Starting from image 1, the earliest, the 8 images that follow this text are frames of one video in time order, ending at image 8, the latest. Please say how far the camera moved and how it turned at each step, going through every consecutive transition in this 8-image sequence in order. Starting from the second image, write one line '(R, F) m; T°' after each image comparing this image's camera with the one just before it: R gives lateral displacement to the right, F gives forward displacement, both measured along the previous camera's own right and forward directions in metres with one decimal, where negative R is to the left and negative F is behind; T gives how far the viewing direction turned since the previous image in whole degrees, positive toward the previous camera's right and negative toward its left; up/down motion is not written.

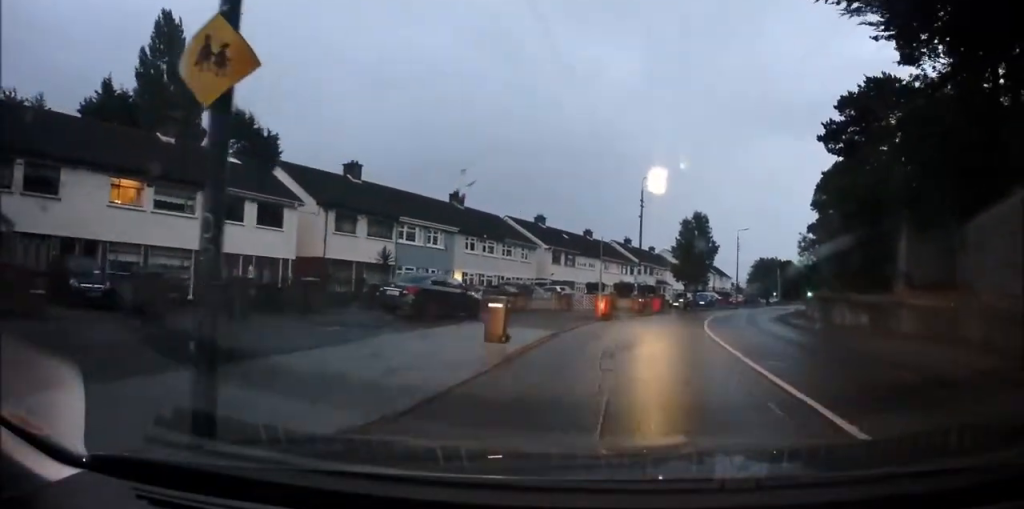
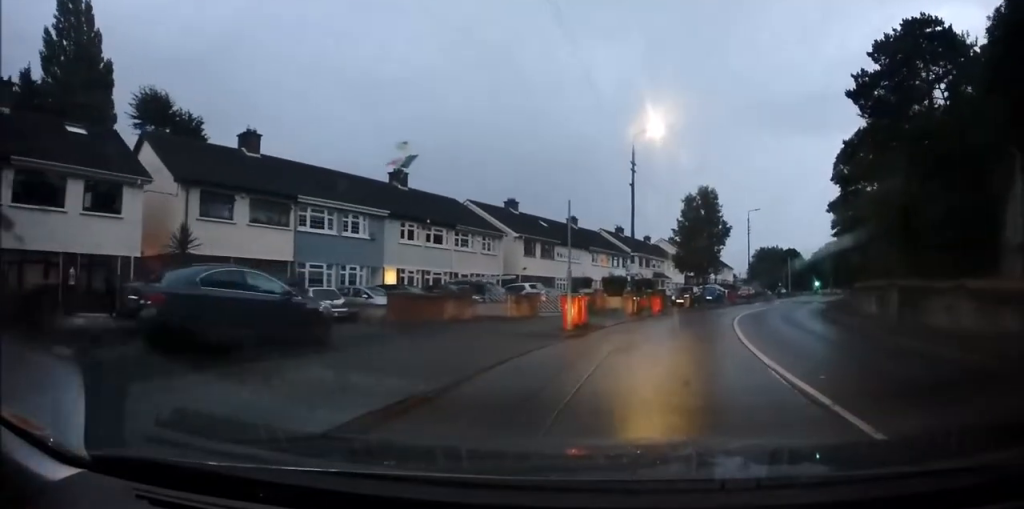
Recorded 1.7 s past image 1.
(-0.4, +10.8) m; -1°
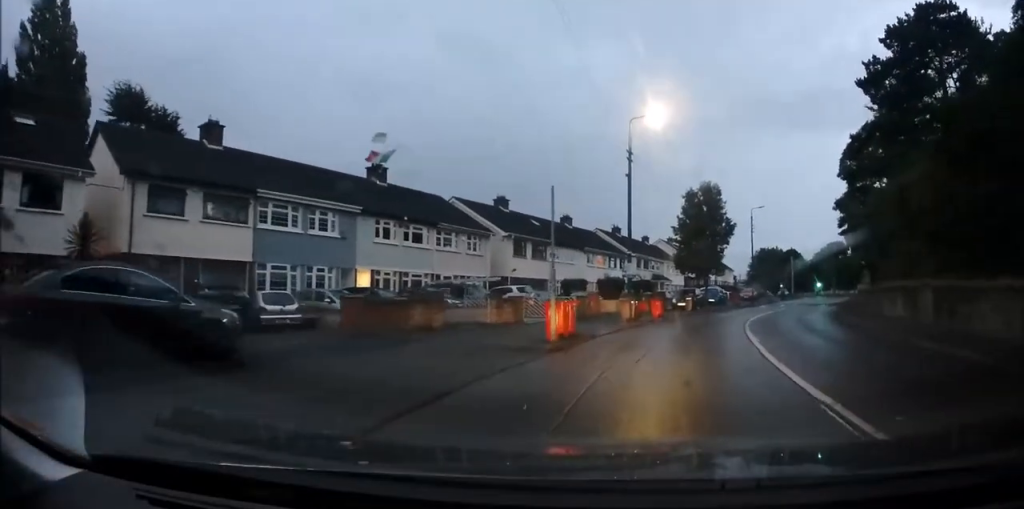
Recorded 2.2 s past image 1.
(0.0, +3.0) m; +1°
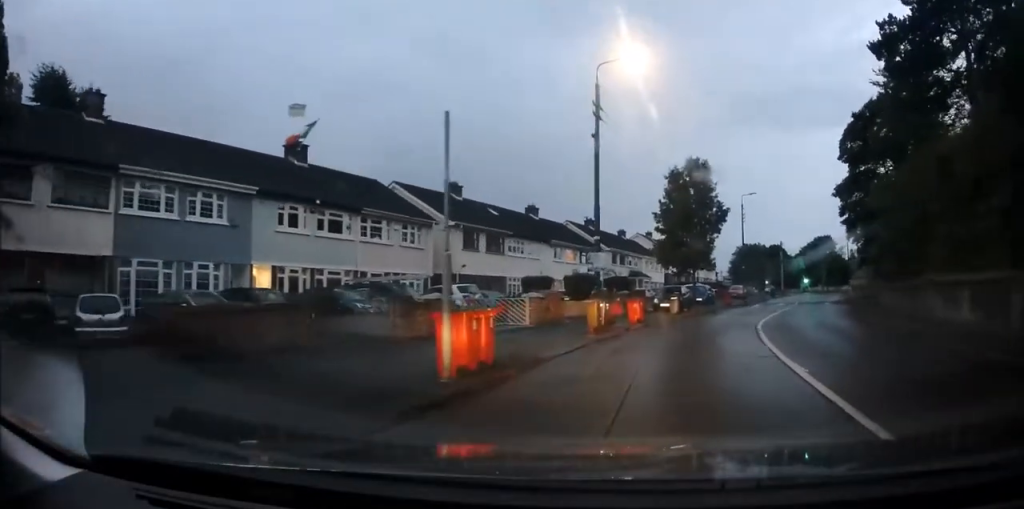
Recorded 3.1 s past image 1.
(+0.3, +6.8) m; +3°
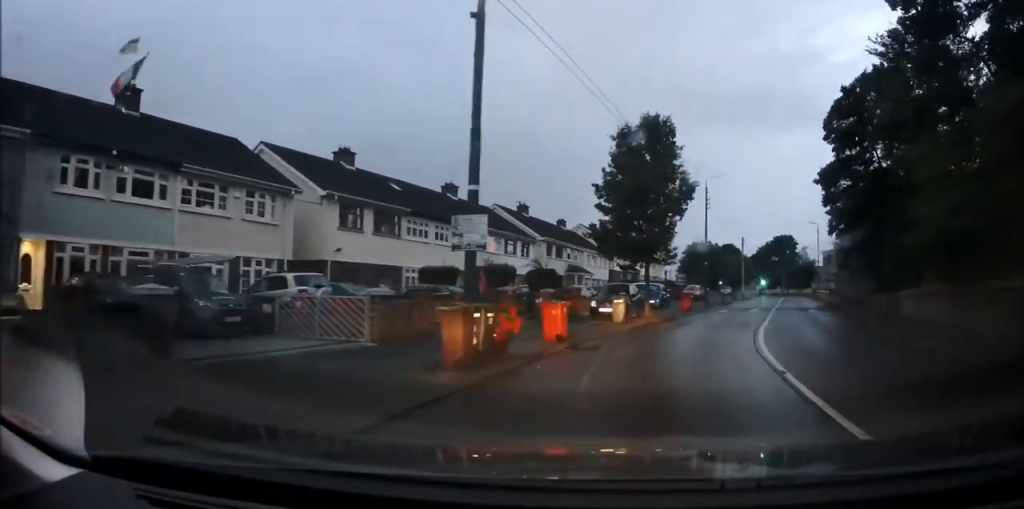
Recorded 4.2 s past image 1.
(+0.3, +8.7) m; +8°
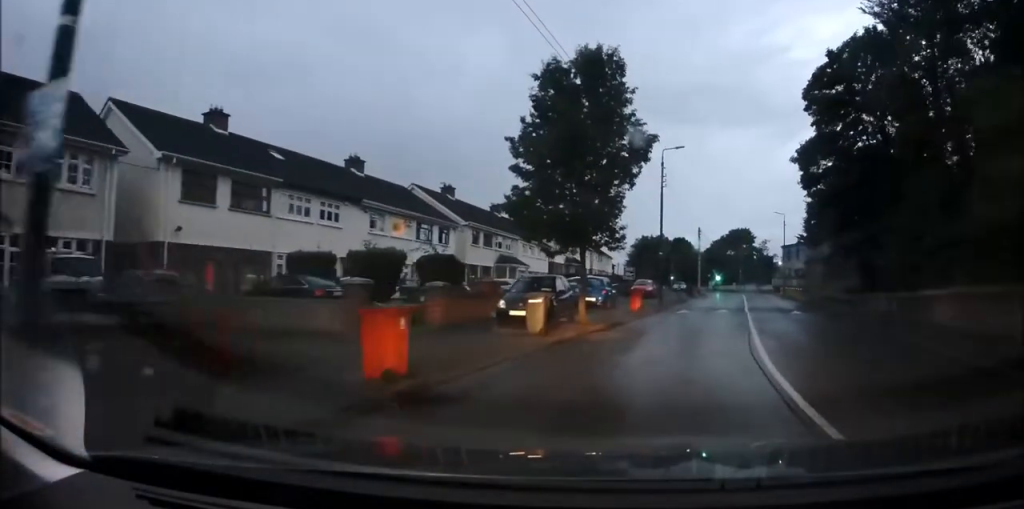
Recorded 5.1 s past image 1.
(+0.7, +7.0) m; +4°
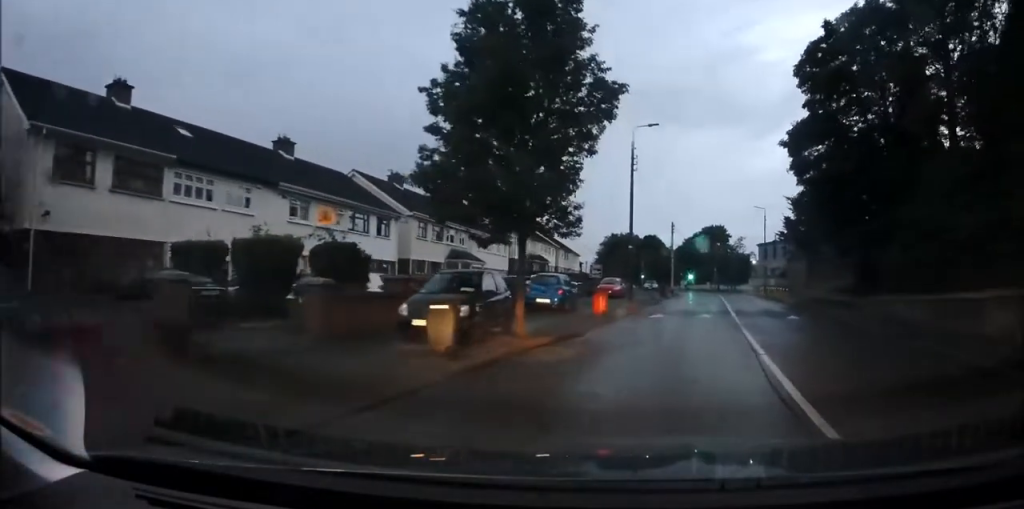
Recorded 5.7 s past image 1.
(-0.2, +4.6) m; +1°
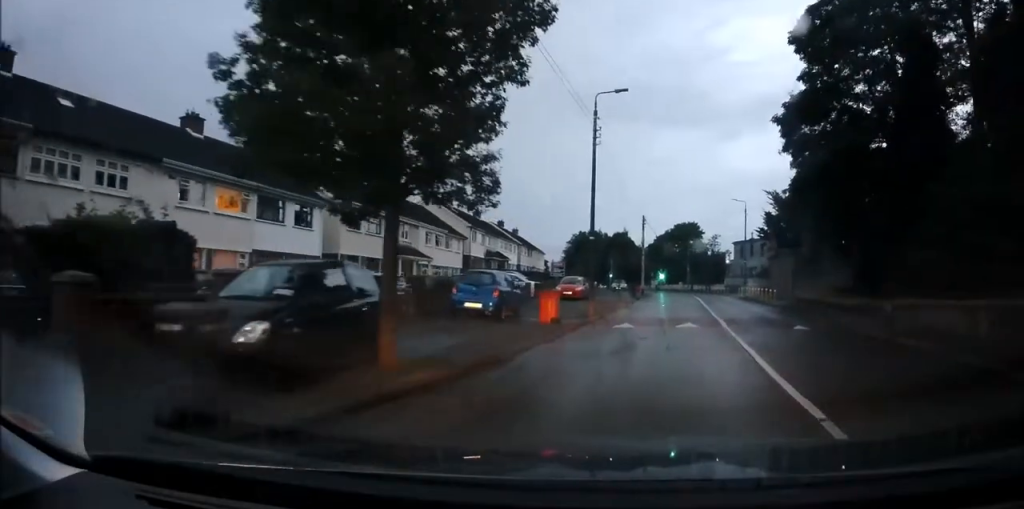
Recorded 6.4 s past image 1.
(0.0, +5.2) m; +2°
